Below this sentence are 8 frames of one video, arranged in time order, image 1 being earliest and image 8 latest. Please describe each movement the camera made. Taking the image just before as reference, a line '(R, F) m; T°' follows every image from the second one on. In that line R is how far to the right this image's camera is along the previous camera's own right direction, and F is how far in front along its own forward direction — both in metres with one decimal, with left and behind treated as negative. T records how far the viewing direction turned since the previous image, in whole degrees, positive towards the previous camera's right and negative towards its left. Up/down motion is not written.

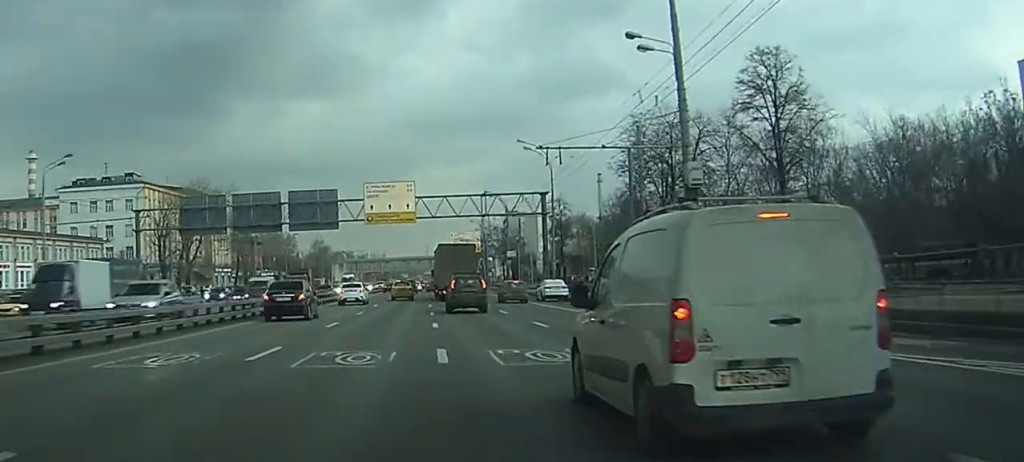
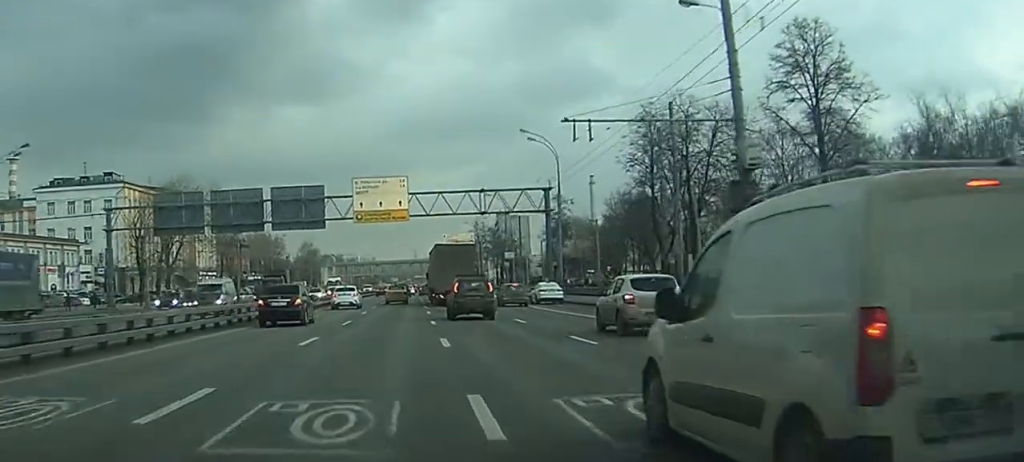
(0.0, +6.6) m; 0°
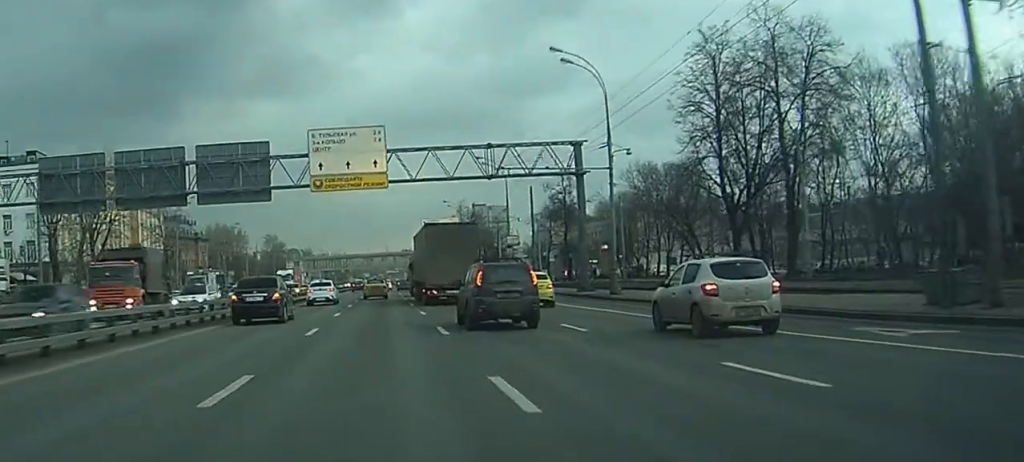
(+0.3, +22.6) m; +2°
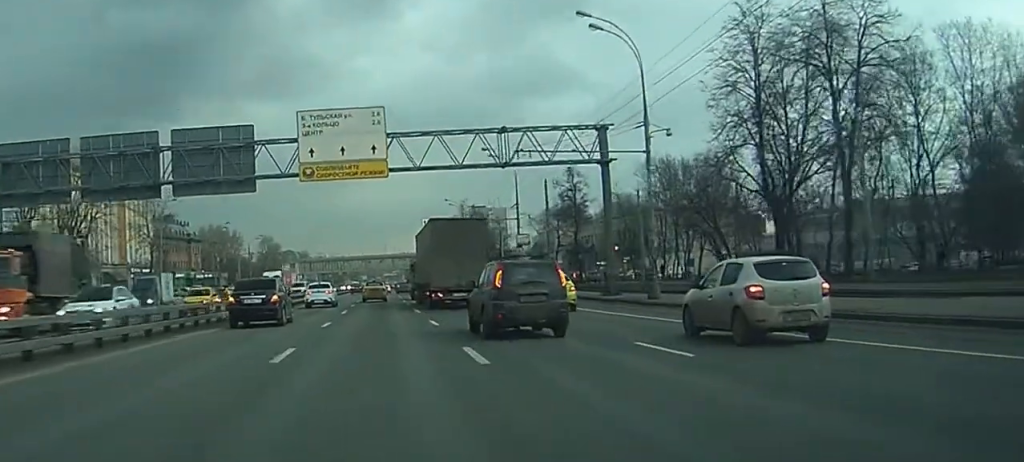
(+0.1, +6.9) m; +1°
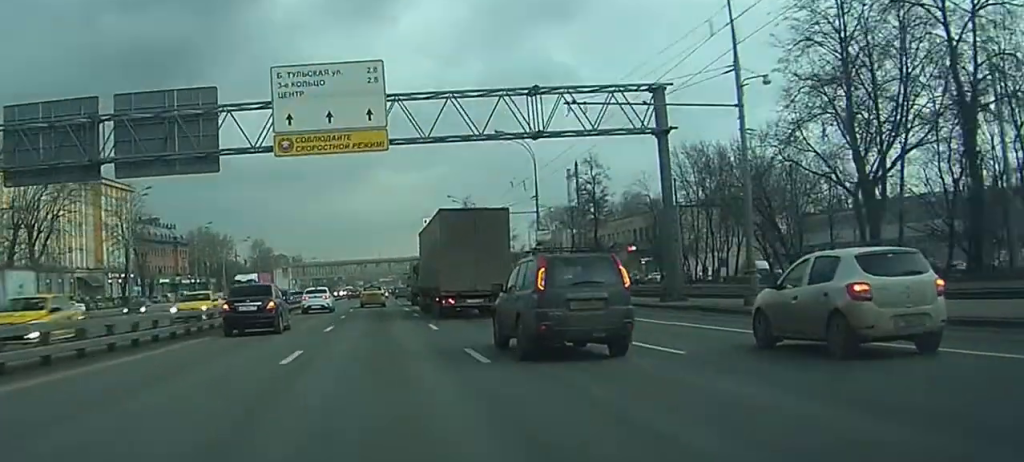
(+0.1, +11.1) m; +1°
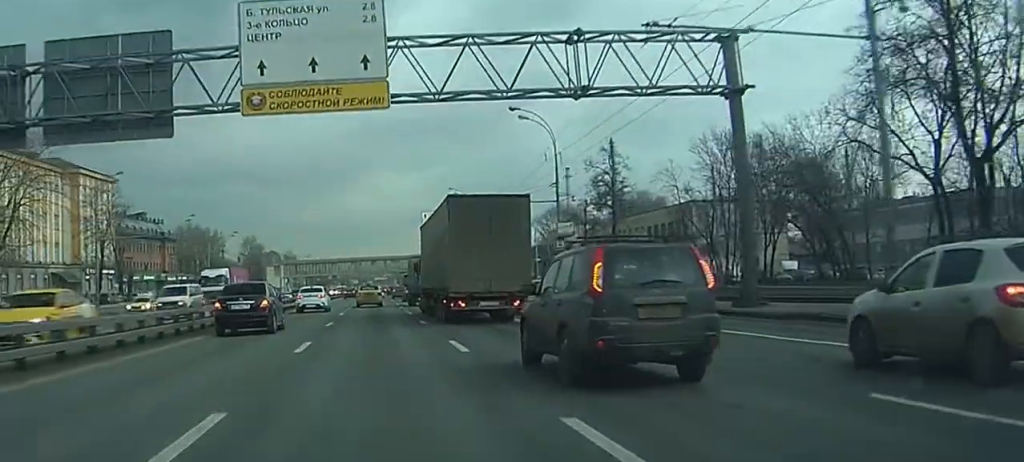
(0.0, +8.9) m; 0°
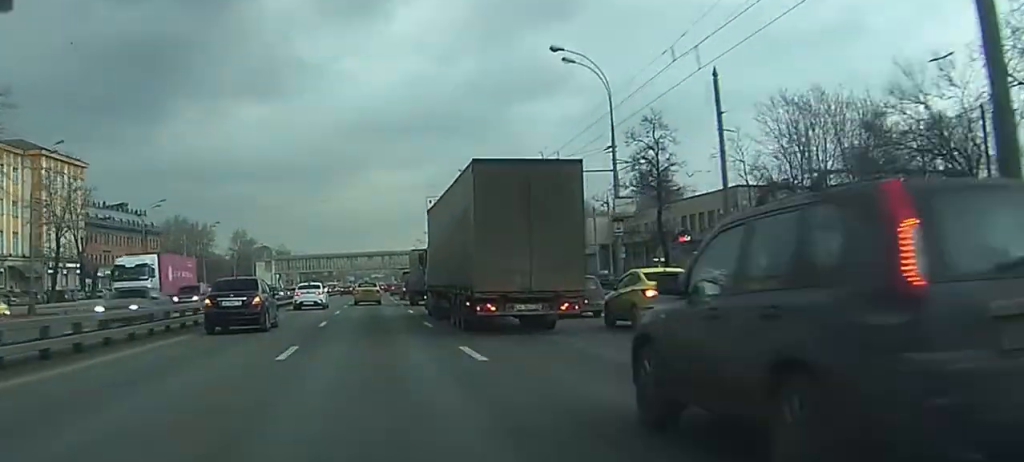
(+0.1, +14.6) m; +1°
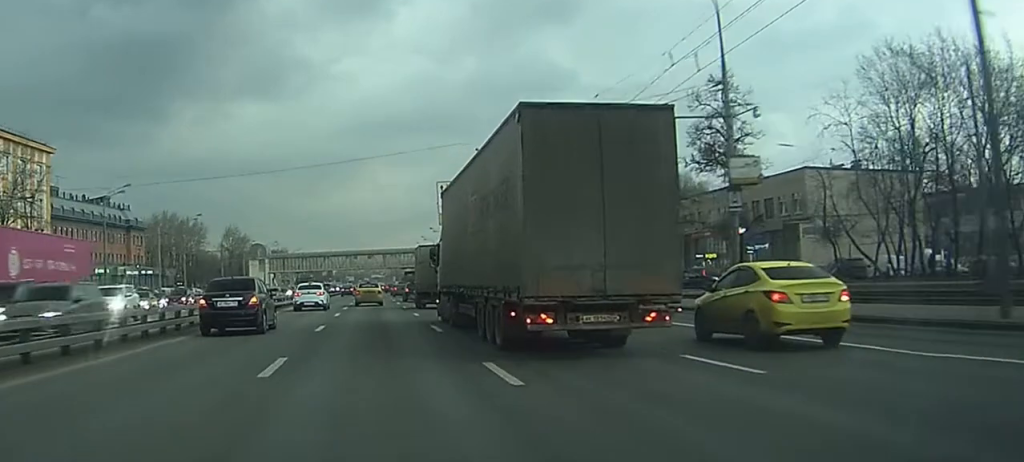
(0.0, +14.7) m; 0°
